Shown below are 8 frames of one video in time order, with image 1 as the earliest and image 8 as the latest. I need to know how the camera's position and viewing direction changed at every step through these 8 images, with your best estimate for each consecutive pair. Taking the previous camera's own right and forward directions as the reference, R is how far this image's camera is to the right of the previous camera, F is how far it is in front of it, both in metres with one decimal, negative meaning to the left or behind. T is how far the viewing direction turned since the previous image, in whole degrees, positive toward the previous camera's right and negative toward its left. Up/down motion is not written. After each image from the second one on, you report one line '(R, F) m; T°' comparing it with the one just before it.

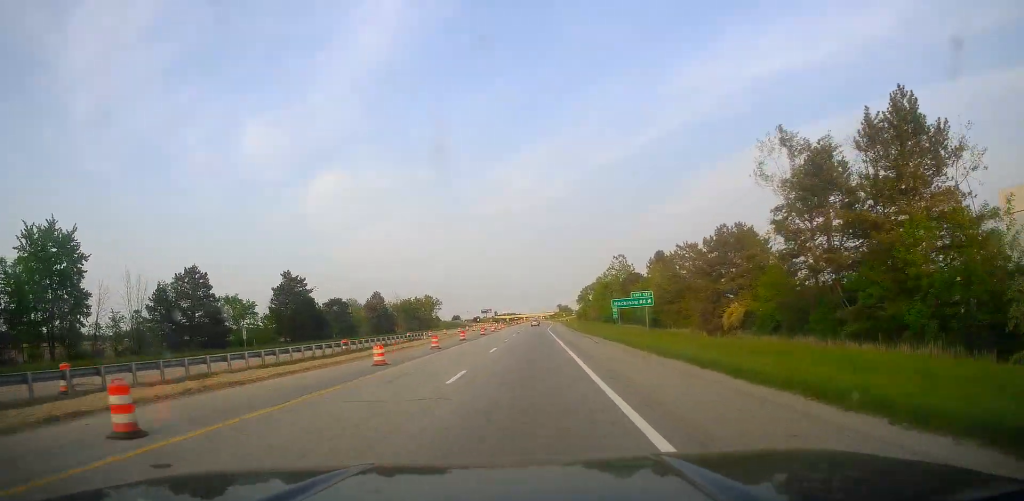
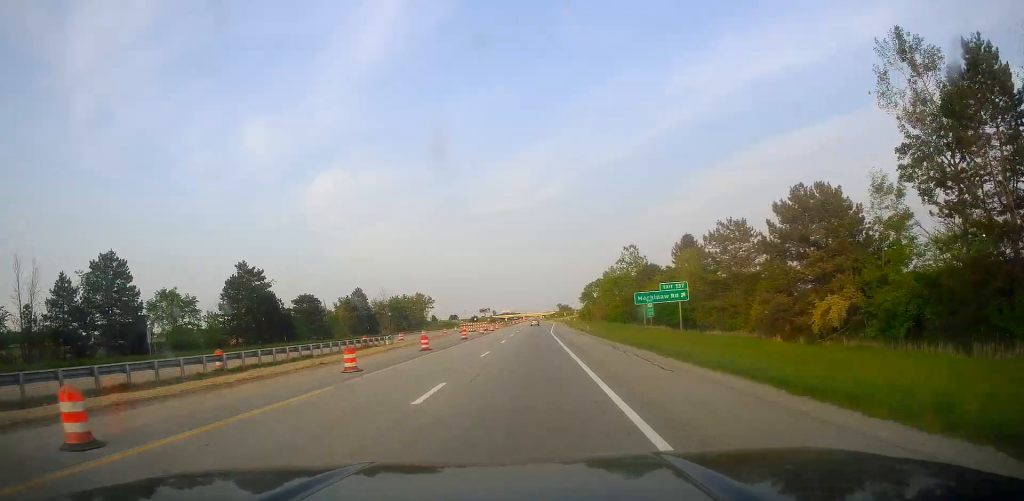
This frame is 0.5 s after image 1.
(0.0, +19.3) m; 0°
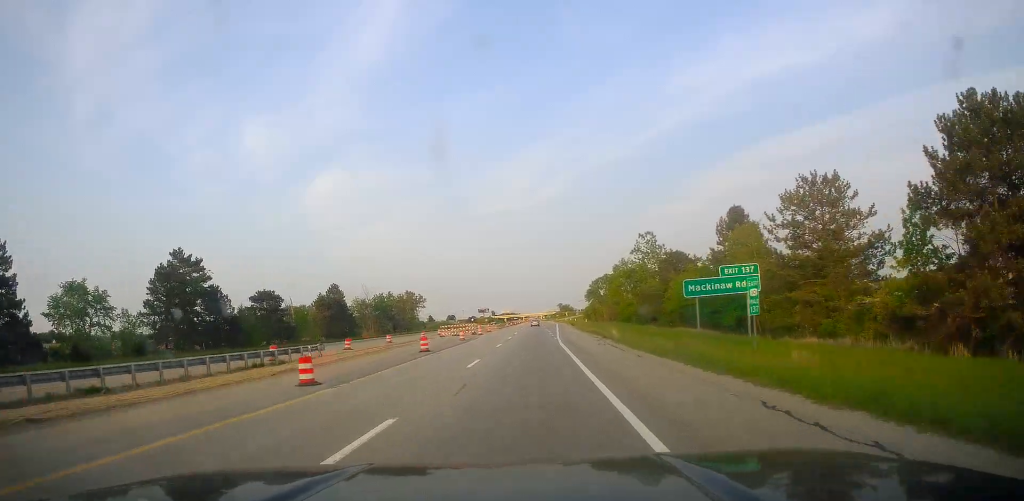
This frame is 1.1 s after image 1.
(+0.1, +20.6) m; 0°
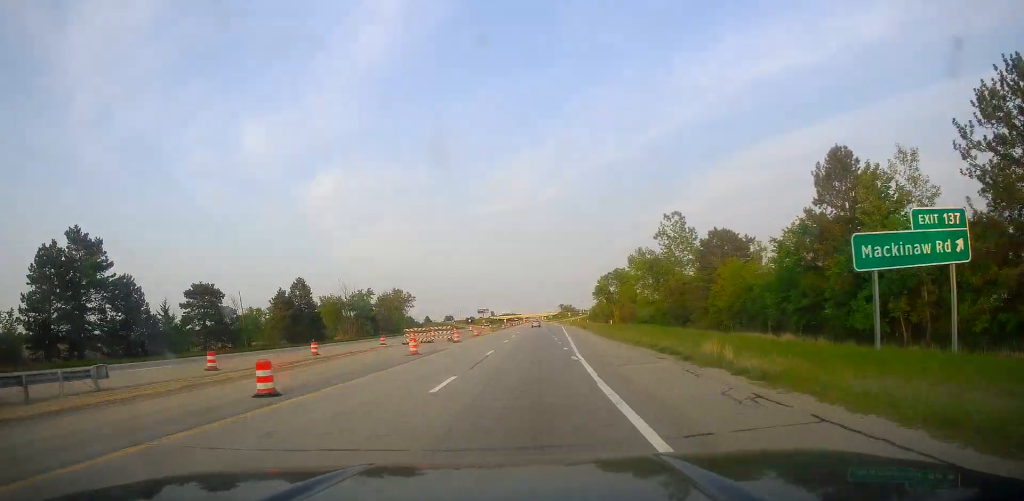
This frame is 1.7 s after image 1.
(-0.2, +22.9) m; 0°
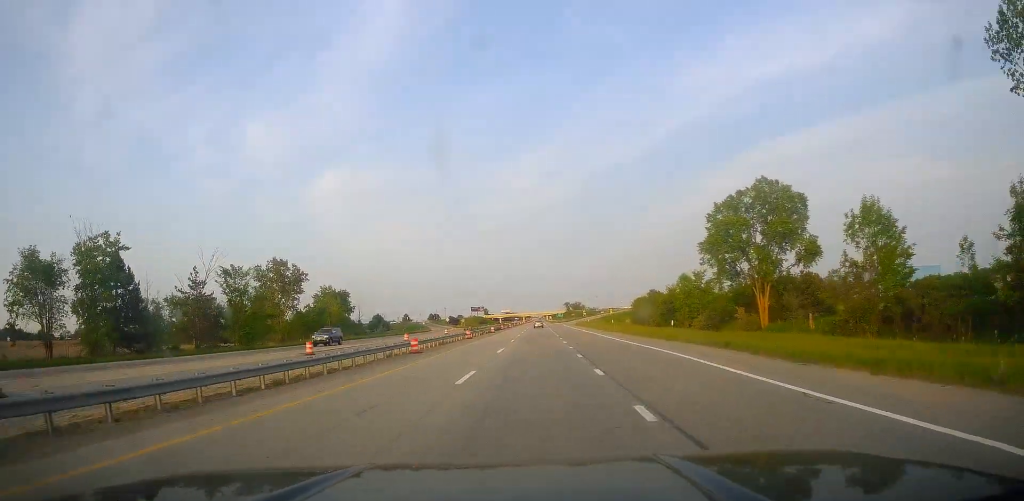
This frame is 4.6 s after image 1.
(-0.1, +104.5) m; 0°
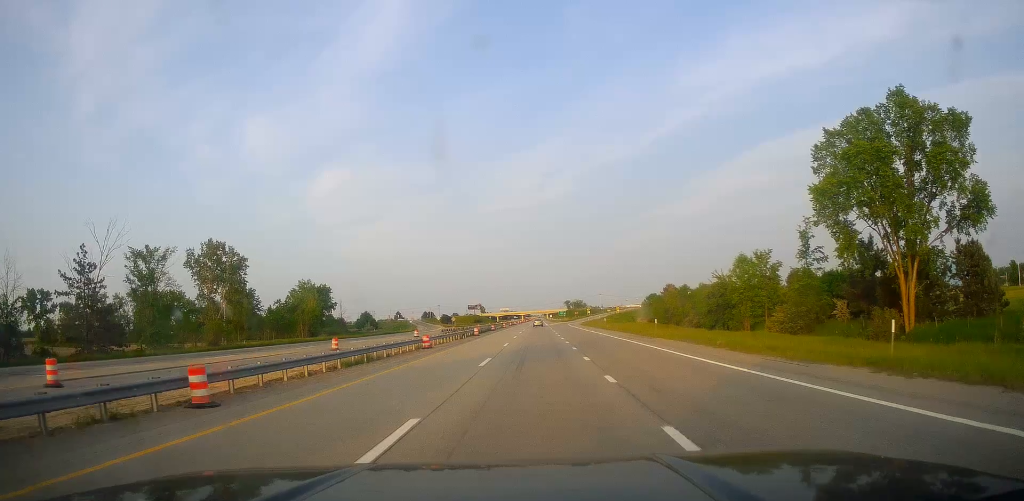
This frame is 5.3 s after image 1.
(+0.3, +25.1) m; 0°
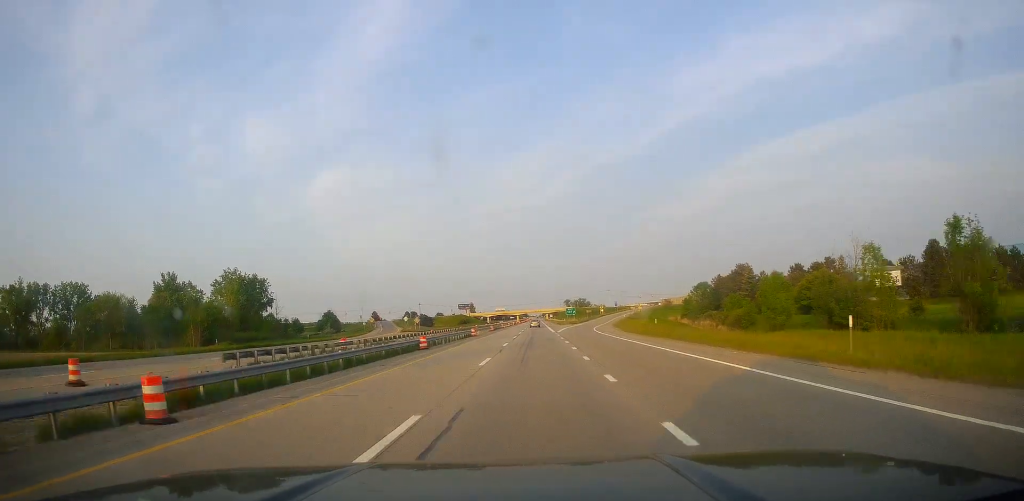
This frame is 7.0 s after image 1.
(-0.1, +60.3) m; +1°
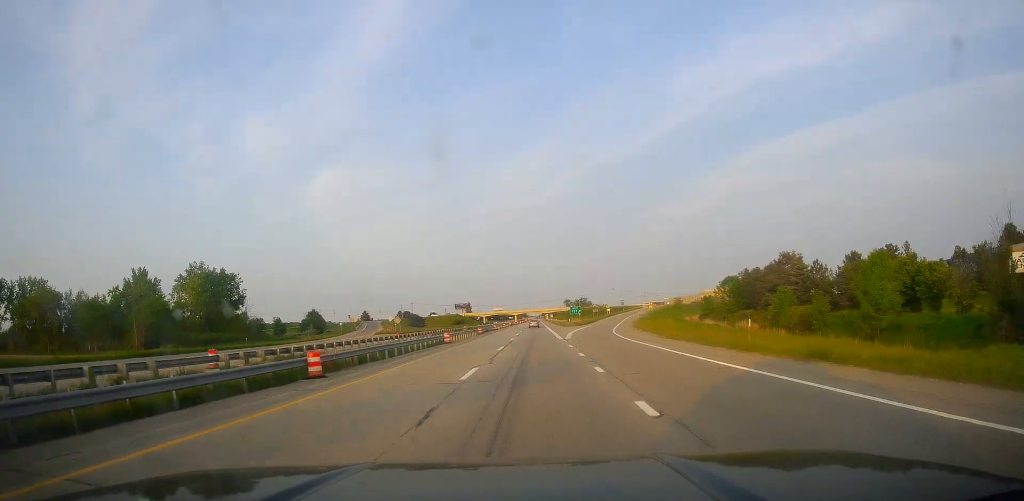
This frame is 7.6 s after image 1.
(+0.1, +20.0) m; 0°
